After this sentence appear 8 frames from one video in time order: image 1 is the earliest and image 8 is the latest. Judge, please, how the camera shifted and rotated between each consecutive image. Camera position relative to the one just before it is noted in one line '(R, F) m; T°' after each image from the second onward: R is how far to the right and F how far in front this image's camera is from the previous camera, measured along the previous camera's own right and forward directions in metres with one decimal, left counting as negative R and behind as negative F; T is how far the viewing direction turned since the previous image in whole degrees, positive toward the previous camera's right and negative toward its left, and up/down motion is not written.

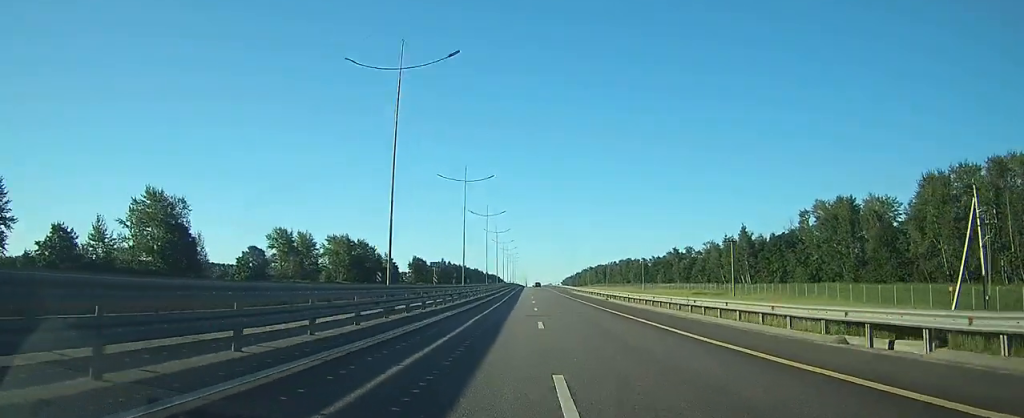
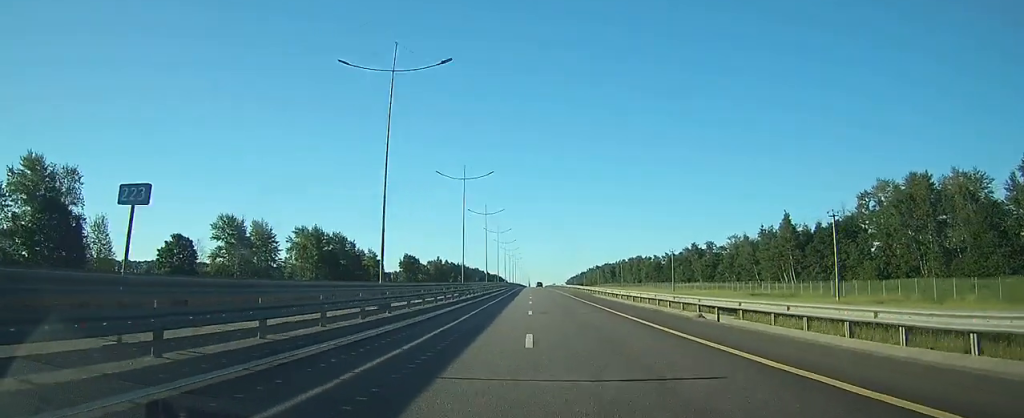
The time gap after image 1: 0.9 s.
(0.0, +29.5) m; 0°
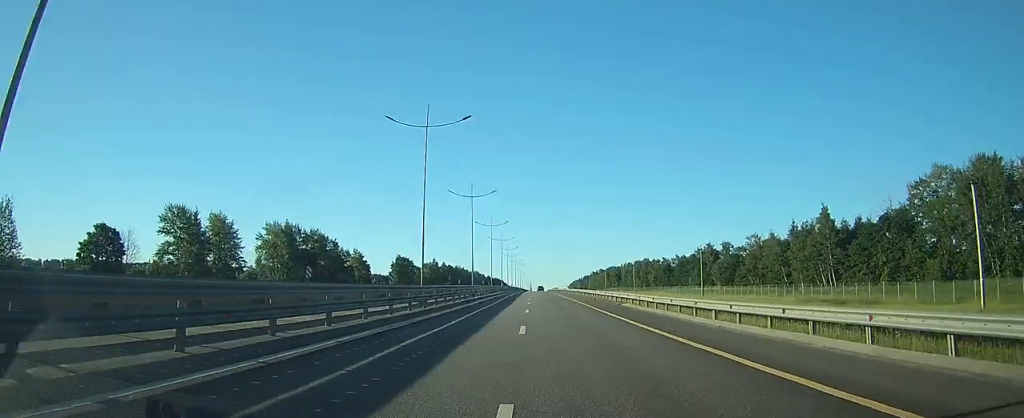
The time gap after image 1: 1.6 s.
(0.0, +20.0) m; 0°
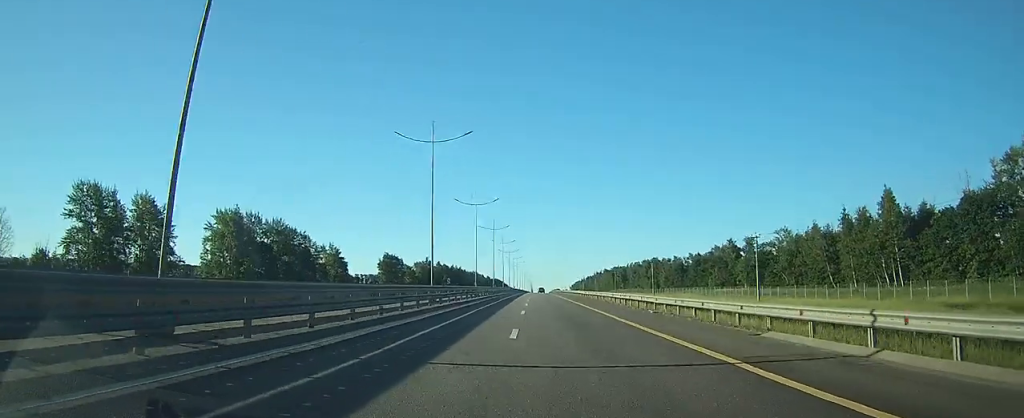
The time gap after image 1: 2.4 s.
(0.0, +25.2) m; 0°
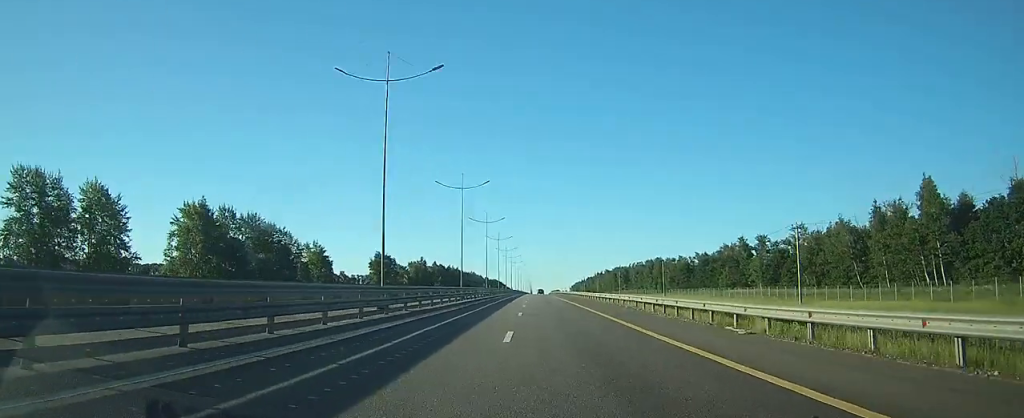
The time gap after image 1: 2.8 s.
(0.0, +12.6) m; 0°
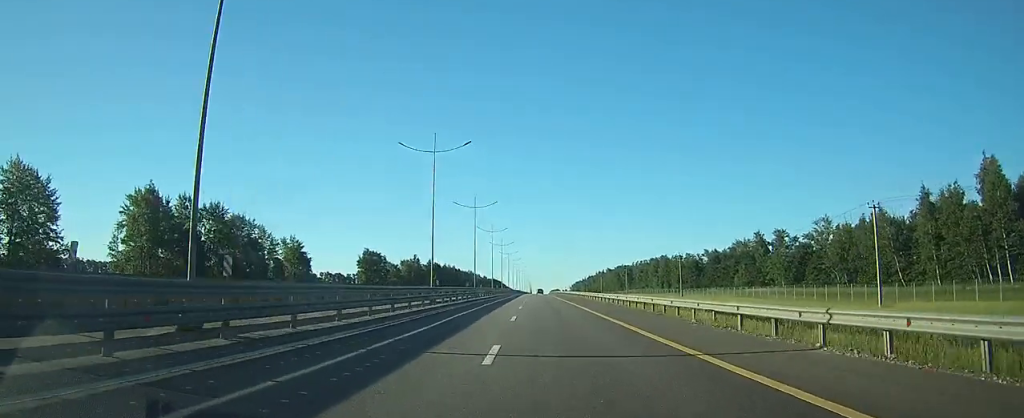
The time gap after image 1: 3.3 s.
(0.0, +15.7) m; 0°
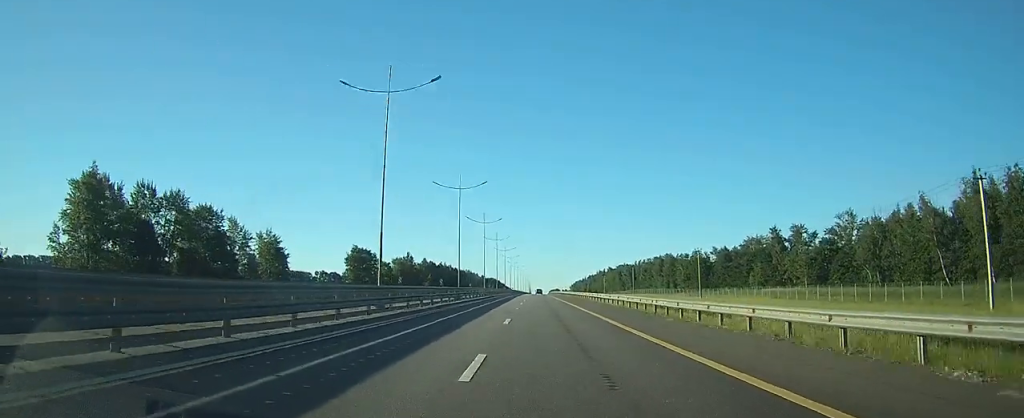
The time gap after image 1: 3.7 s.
(0.0, +13.6) m; 0°
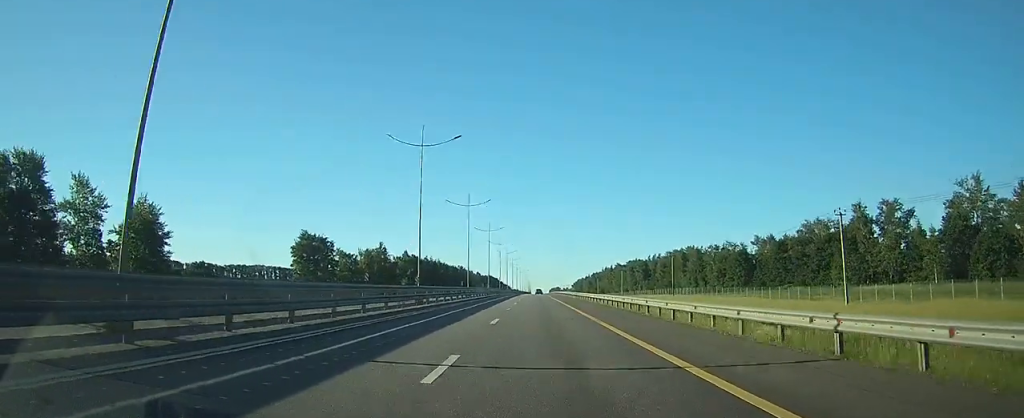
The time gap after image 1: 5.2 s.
(+0.1, +47.9) m; 0°
